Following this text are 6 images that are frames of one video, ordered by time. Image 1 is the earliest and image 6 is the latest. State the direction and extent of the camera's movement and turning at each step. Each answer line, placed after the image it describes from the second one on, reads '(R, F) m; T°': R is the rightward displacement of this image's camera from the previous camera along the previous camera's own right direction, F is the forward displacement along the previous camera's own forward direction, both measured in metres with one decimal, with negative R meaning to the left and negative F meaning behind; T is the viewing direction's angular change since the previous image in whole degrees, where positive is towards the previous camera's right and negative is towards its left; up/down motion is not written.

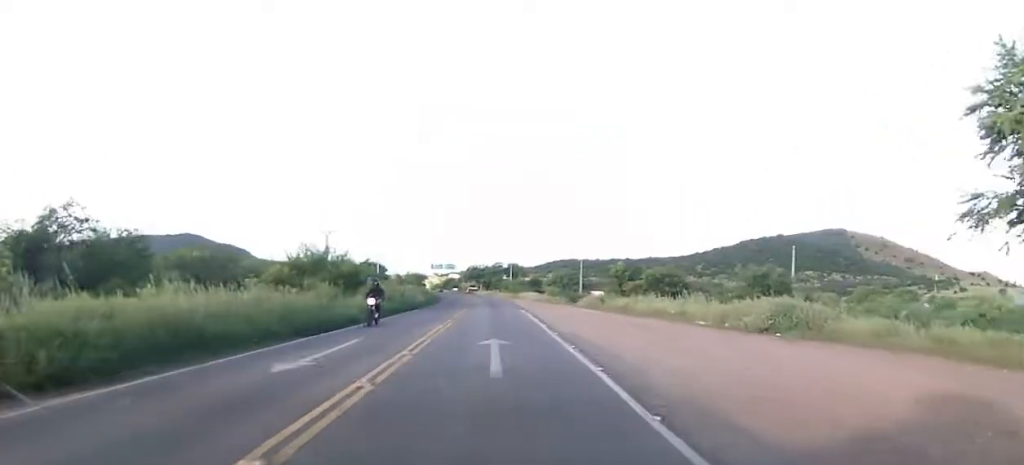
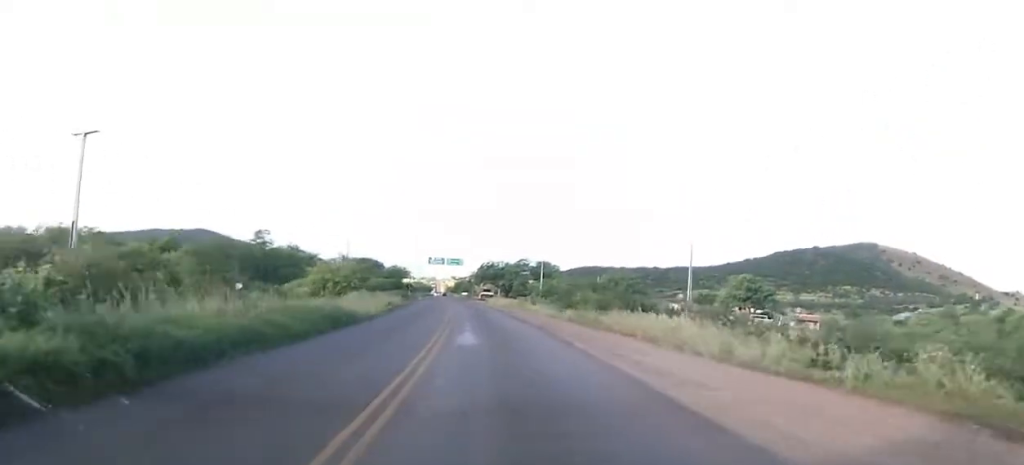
(-1.5, +59.9) m; -2°
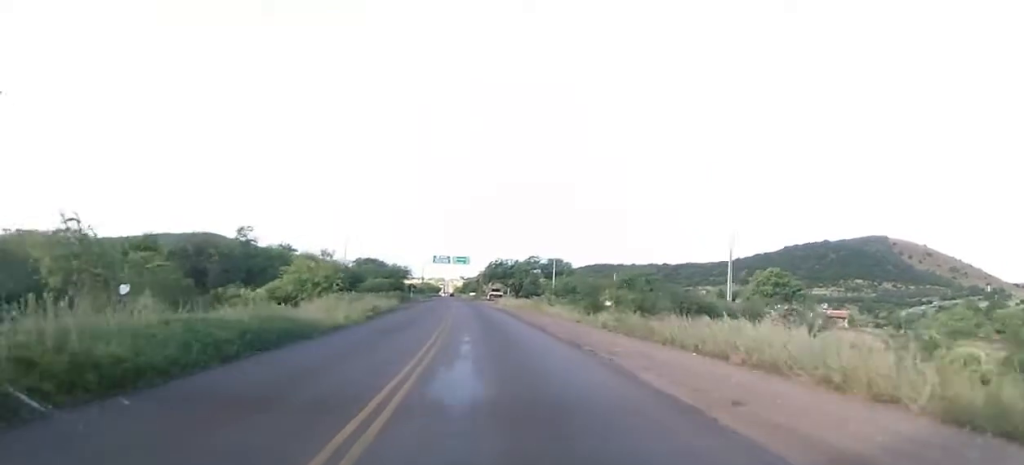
(0.0, +8.7) m; 0°
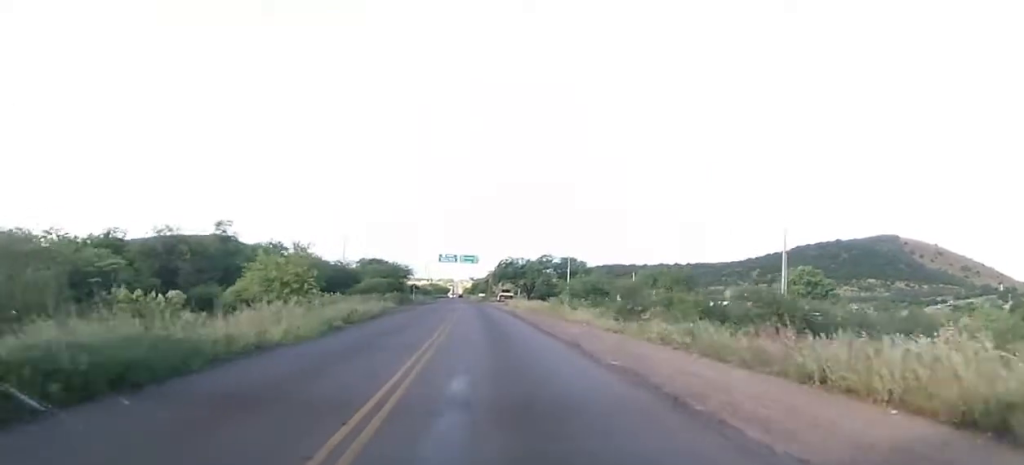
(0.0, +9.0) m; -1°
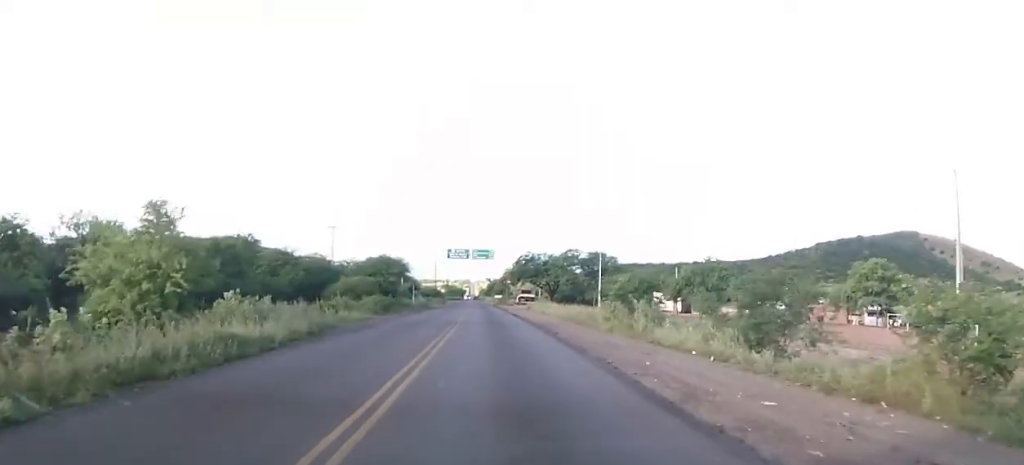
(-0.2, +17.9) m; -2°
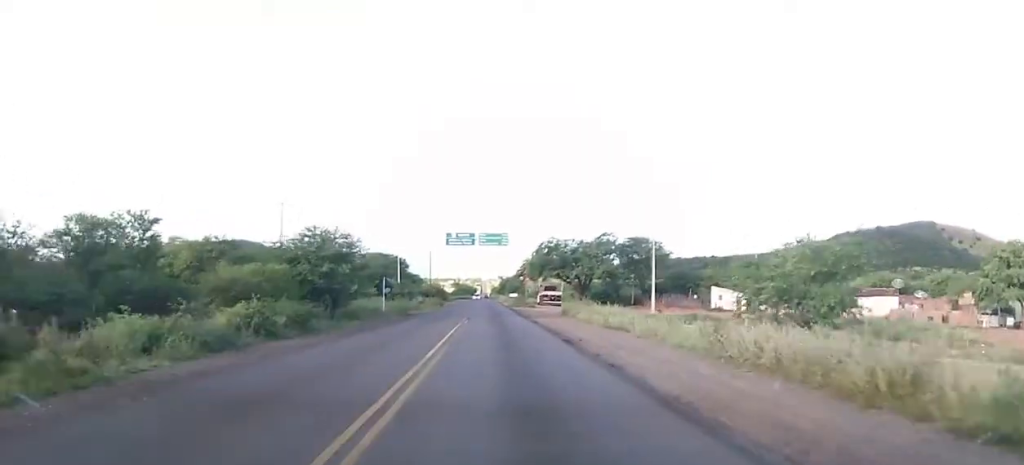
(-0.8, +27.1) m; -1°
